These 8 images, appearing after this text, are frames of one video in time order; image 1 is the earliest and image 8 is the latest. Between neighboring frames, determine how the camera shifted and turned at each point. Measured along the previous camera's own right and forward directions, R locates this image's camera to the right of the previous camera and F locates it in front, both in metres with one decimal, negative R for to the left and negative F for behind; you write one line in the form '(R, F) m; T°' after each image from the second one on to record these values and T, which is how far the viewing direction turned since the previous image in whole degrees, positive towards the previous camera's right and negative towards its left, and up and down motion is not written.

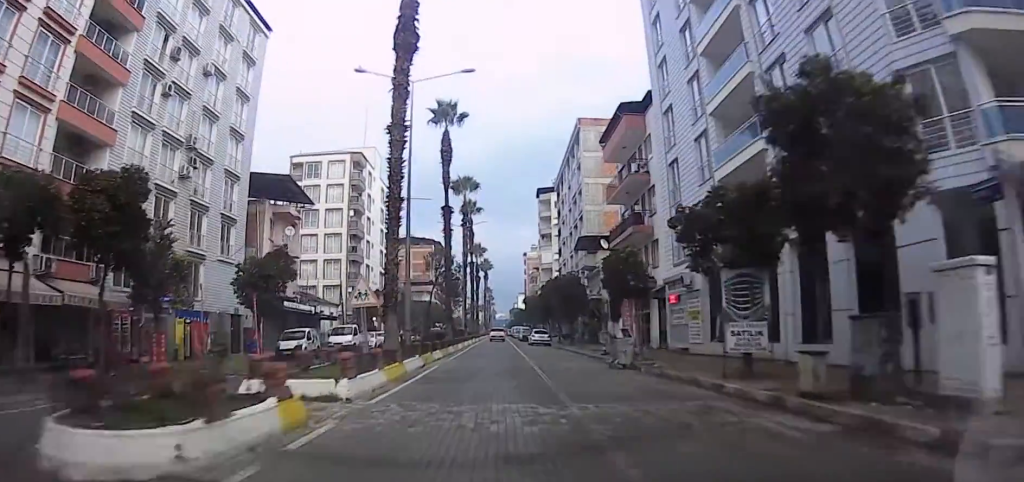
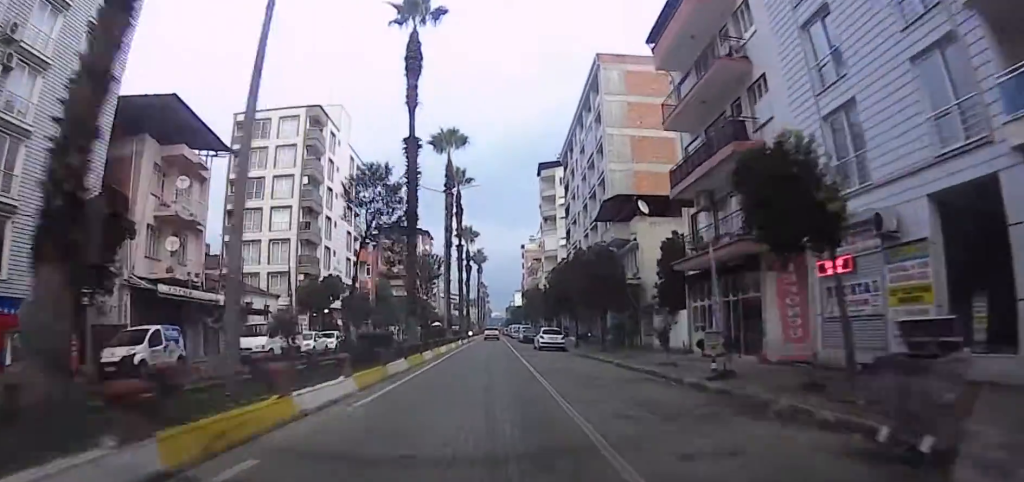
(+0.3, +14.4) m; +3°
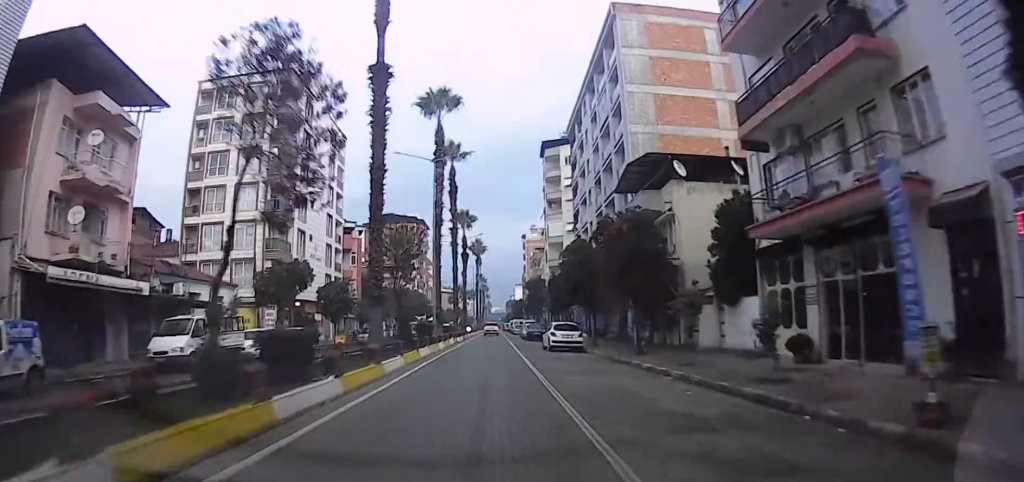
(+0.3, +7.1) m; +2°
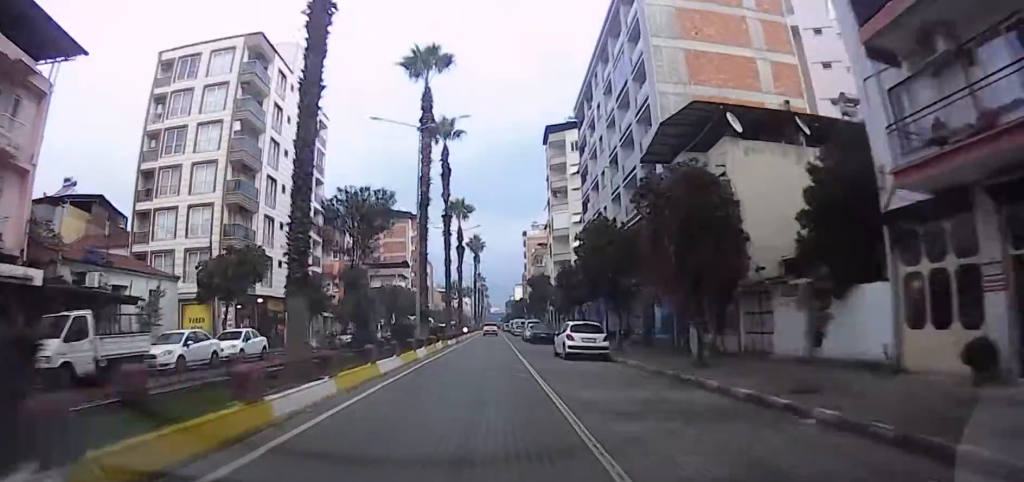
(-0.1, +6.8) m; 0°
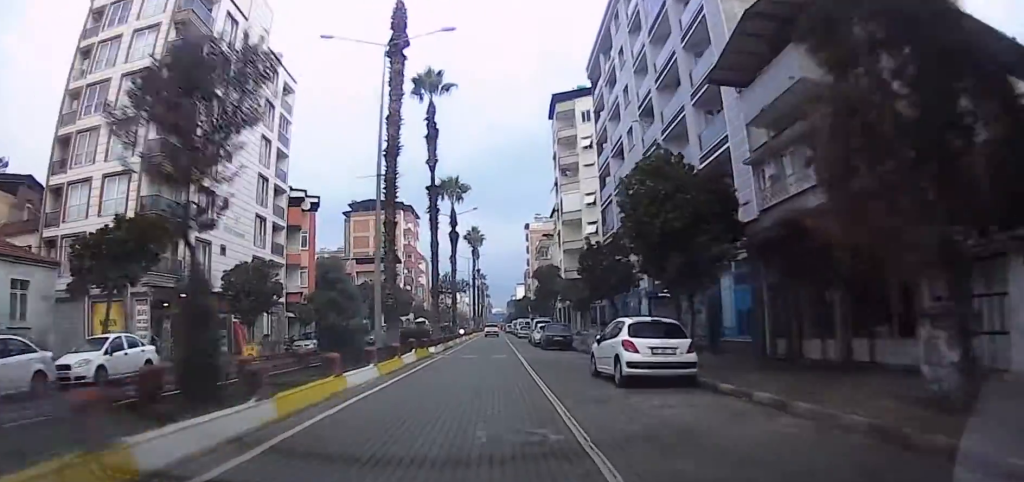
(-0.1, +9.2) m; 0°
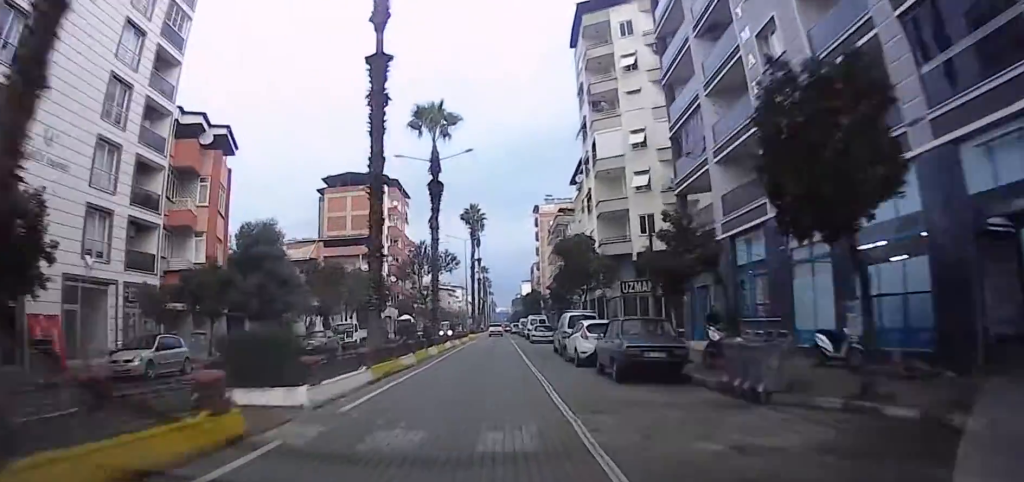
(0.0, +17.1) m; 0°
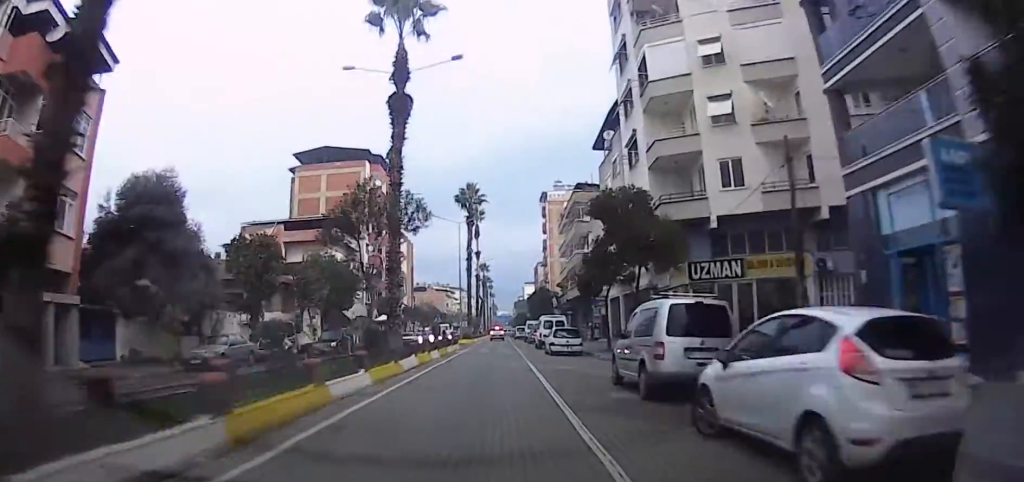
(0.0, +13.0) m; 0°
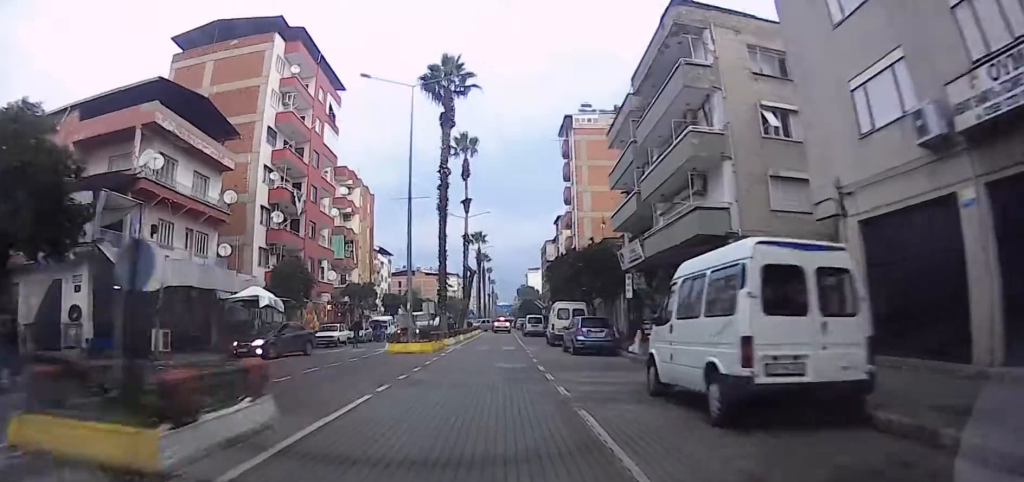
(-0.4, +31.1) m; -1°
